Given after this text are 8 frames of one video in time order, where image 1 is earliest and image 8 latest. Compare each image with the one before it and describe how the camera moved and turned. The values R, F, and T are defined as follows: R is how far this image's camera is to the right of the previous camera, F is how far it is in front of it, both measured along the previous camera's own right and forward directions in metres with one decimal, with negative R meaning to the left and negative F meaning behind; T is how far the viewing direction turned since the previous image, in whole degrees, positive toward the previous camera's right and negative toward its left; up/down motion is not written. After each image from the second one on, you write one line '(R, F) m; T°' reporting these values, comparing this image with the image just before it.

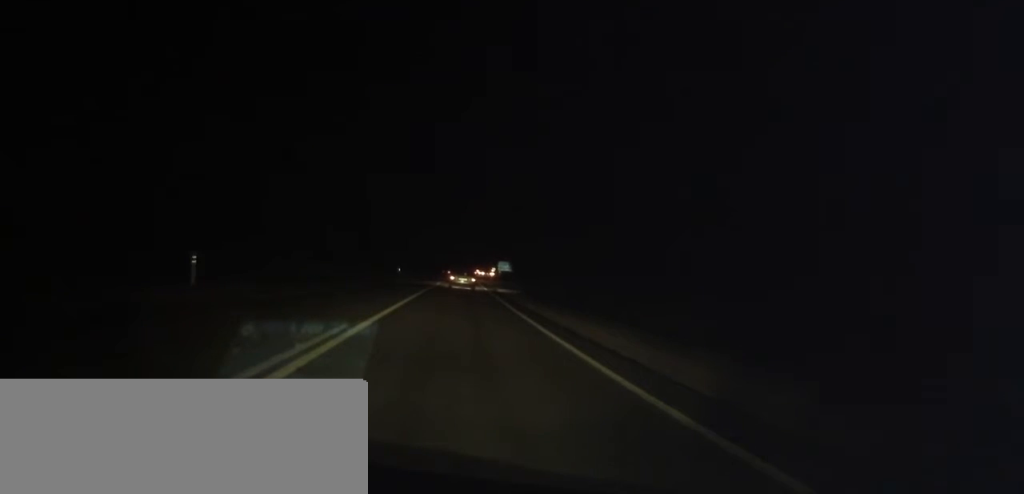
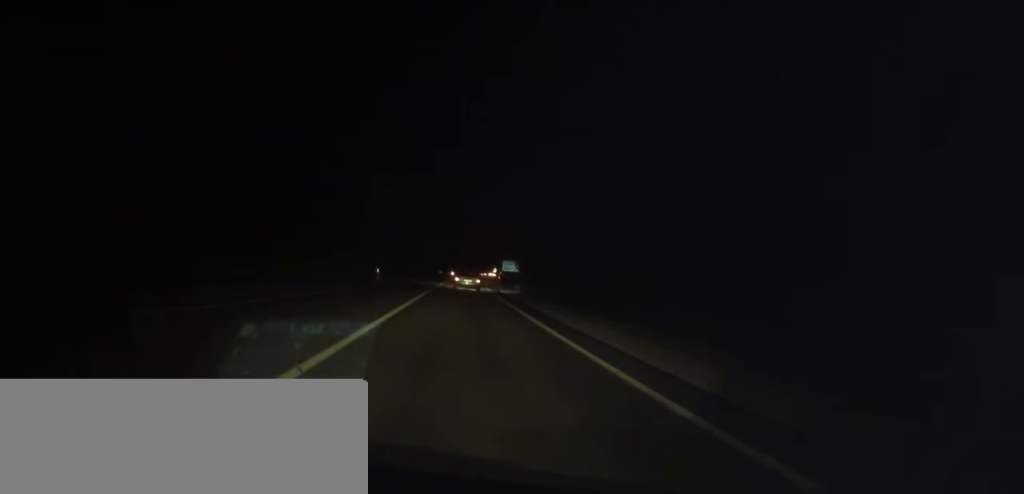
(-0.2, +22.2) m; 0°
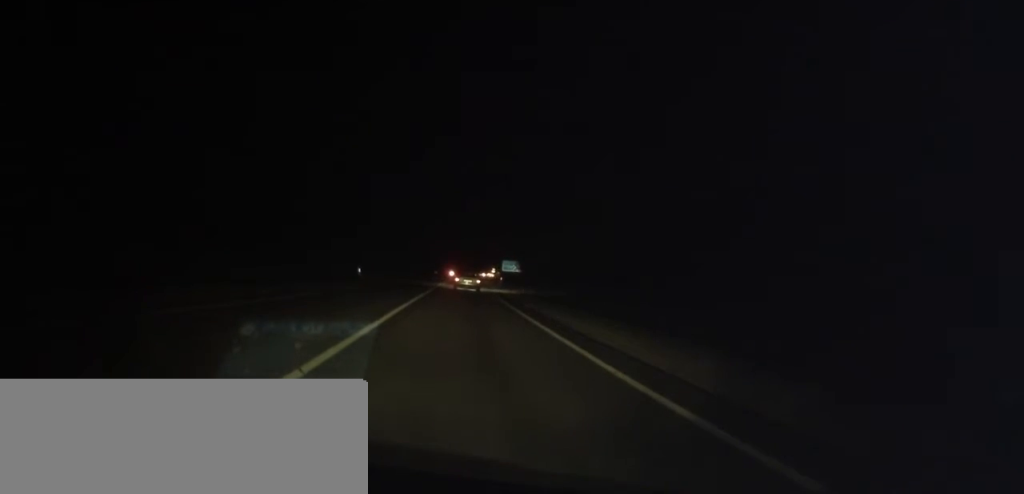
(+0.1, +10.0) m; 0°
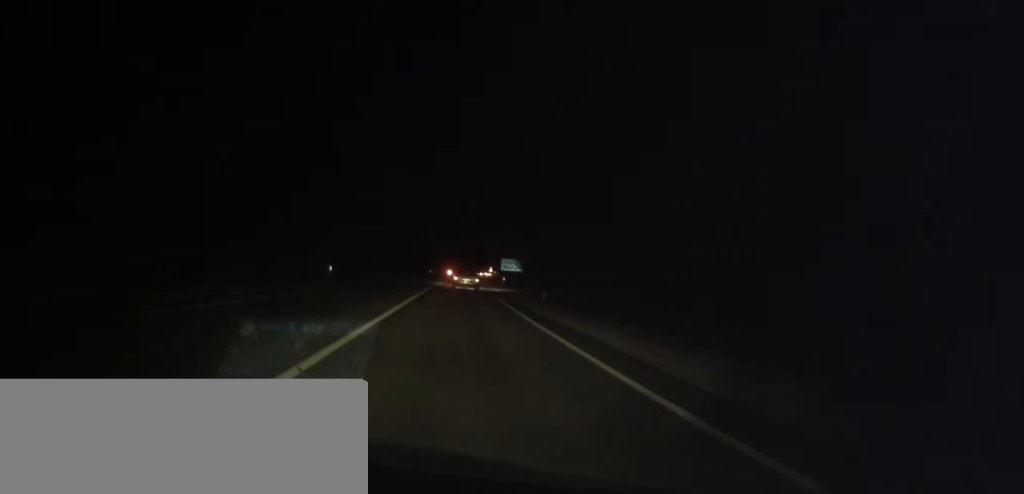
(-0.1, +10.5) m; 0°
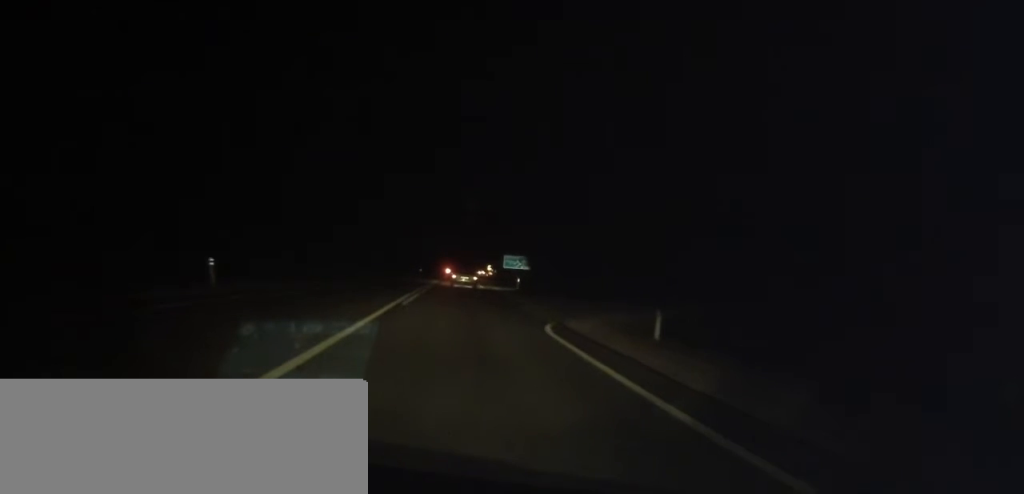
(-0.1, +20.2) m; 0°
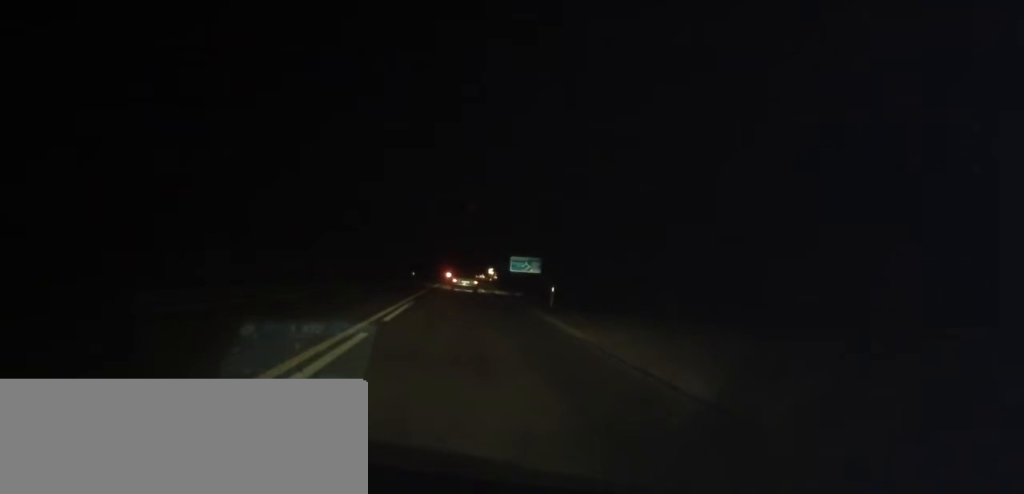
(+0.2, +17.3) m; +1°
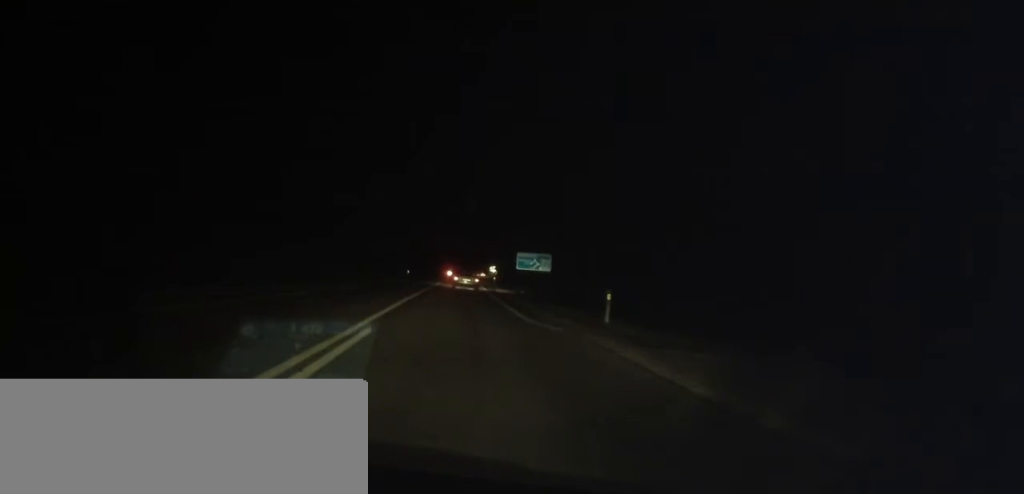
(0.0, +11.3) m; 0°
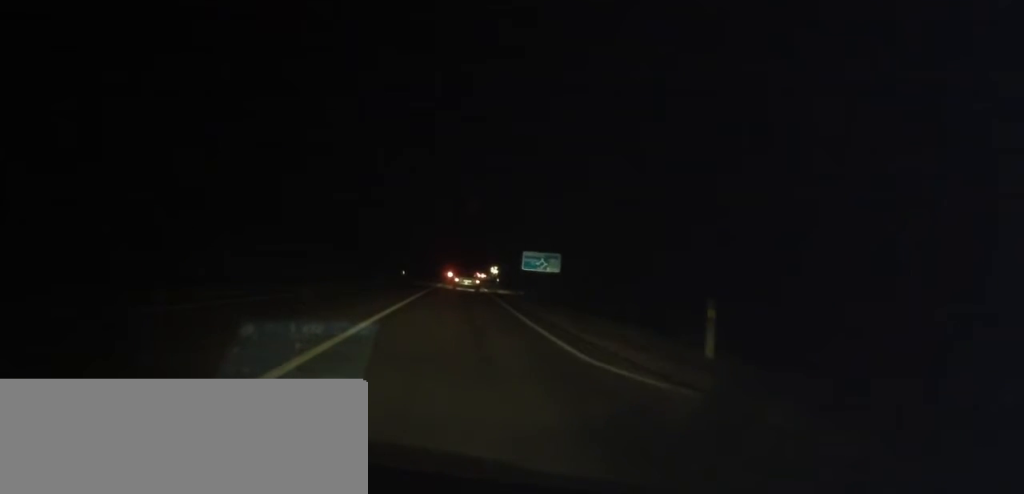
(0.0, +8.0) m; 0°
